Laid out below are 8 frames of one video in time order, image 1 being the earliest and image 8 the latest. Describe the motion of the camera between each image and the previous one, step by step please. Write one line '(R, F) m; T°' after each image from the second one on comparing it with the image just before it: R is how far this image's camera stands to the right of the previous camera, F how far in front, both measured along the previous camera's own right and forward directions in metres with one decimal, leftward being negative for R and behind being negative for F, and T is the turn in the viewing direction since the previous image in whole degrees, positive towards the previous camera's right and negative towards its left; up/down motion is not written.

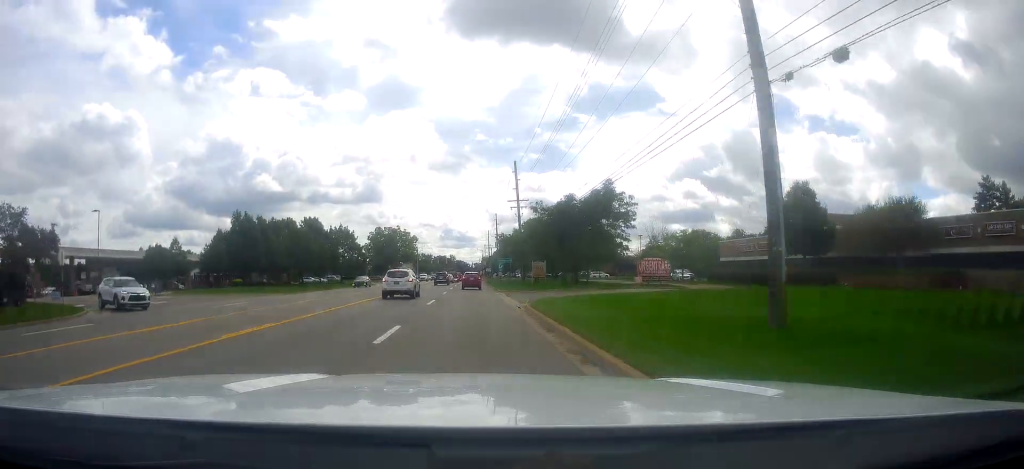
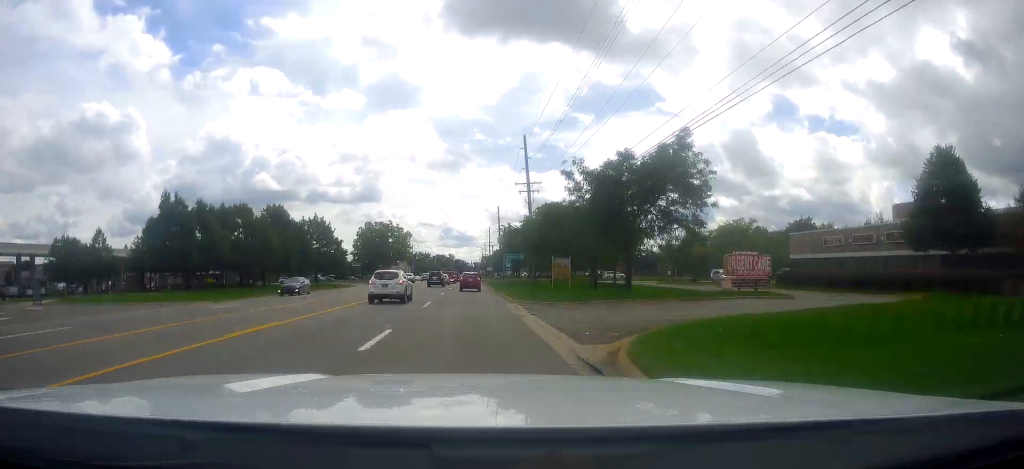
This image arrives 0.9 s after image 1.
(+0.3, +16.3) m; +1°
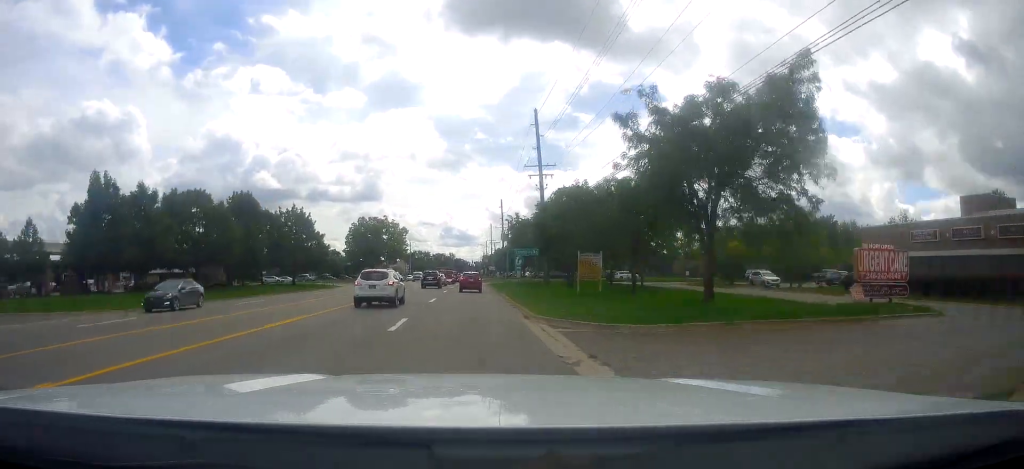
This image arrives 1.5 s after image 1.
(+0.1, +11.0) m; 0°
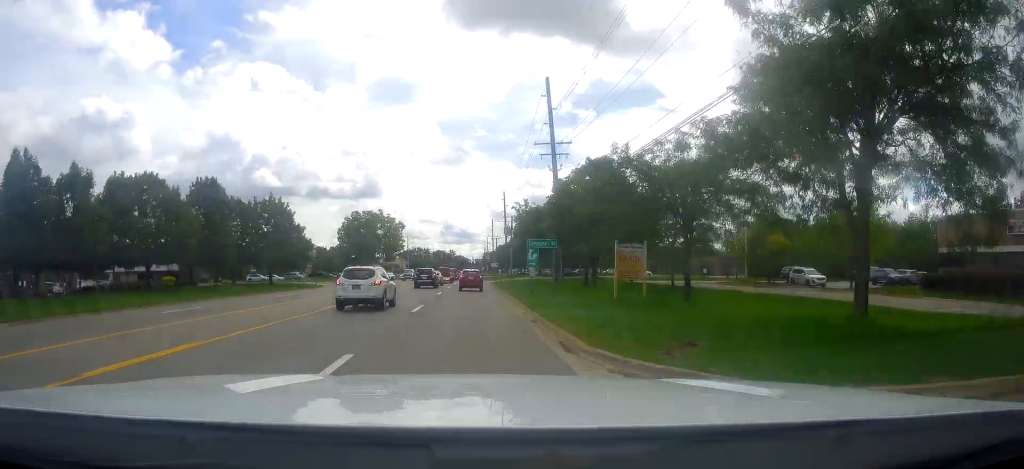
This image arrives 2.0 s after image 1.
(-0.2, +8.9) m; 0°
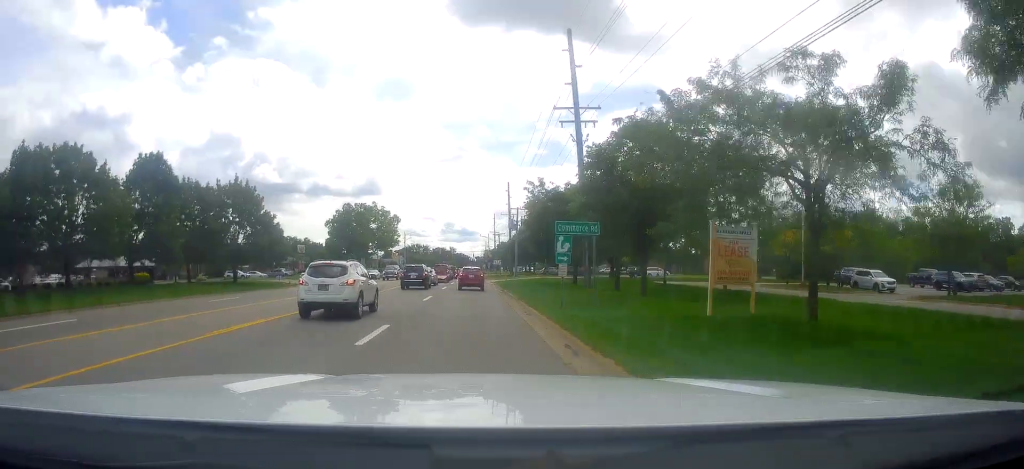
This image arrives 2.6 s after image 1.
(0.0, +10.5) m; 0°
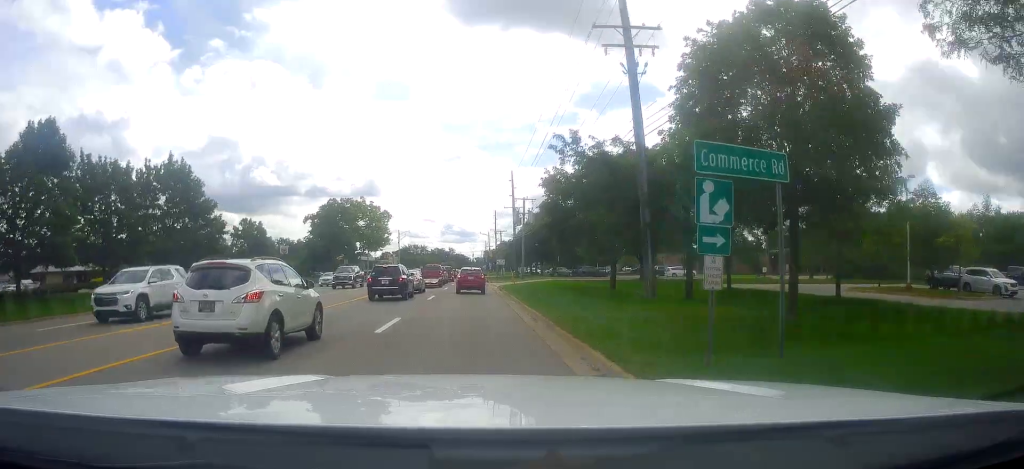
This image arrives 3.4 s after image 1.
(+0.2, +13.5) m; -1°
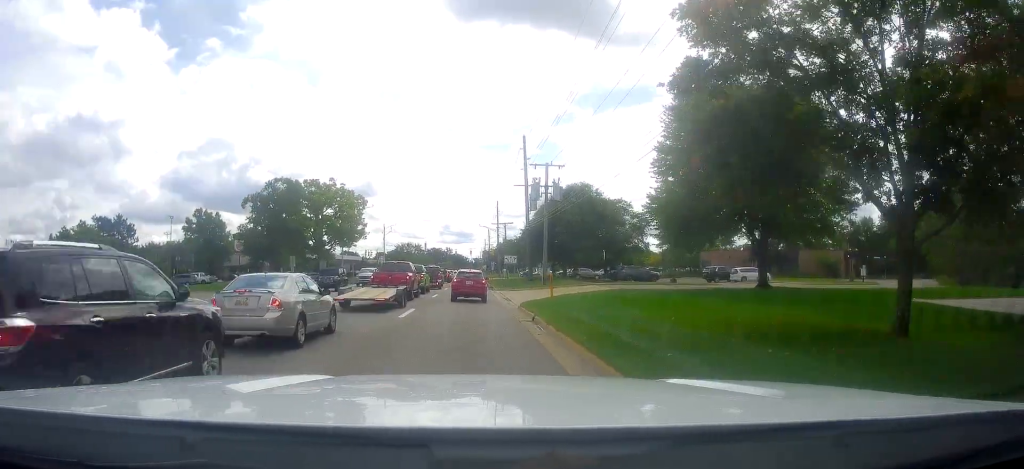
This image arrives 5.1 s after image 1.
(-0.1, +26.3) m; 0°
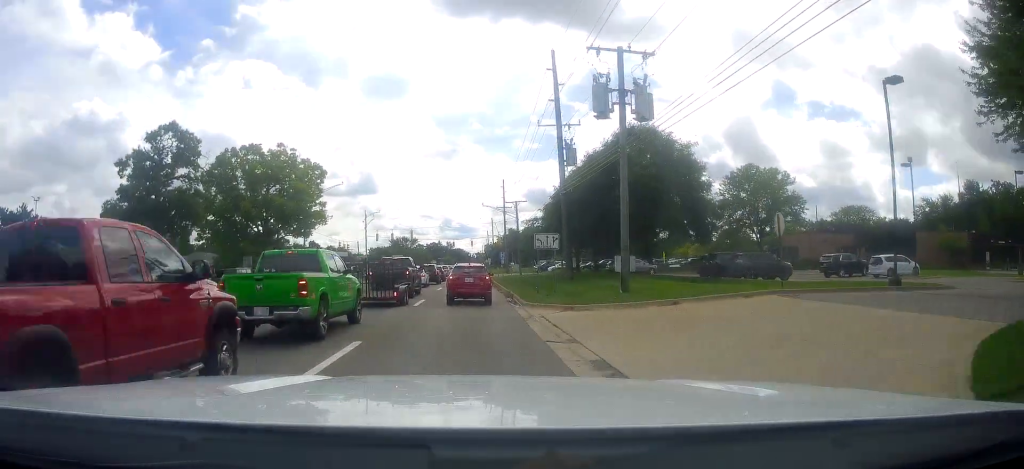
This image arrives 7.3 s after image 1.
(-0.1, +26.6) m; +3°
